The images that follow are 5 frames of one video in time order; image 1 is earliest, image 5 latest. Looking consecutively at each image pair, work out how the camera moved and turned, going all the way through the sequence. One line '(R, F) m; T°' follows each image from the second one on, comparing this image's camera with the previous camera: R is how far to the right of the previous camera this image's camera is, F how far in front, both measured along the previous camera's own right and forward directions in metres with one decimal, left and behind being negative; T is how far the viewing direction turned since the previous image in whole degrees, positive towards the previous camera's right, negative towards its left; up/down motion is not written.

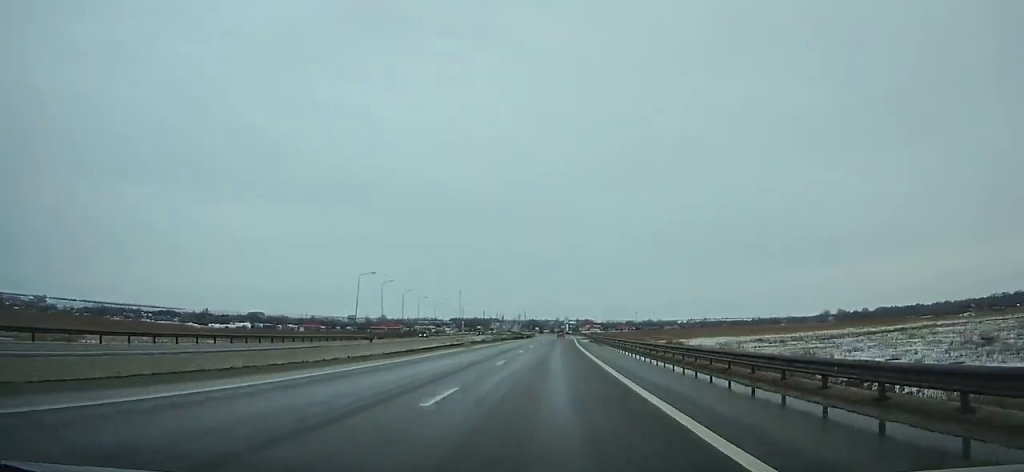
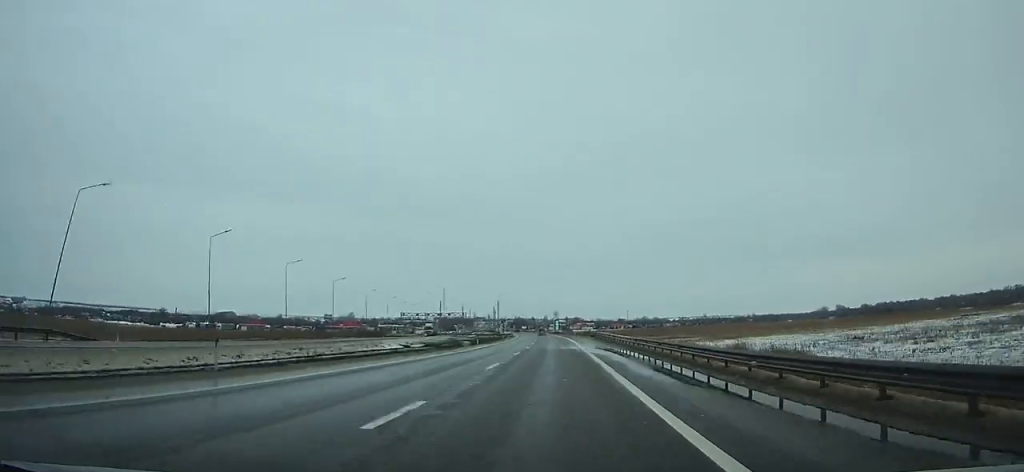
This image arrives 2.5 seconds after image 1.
(+0.7, +61.6) m; 0°
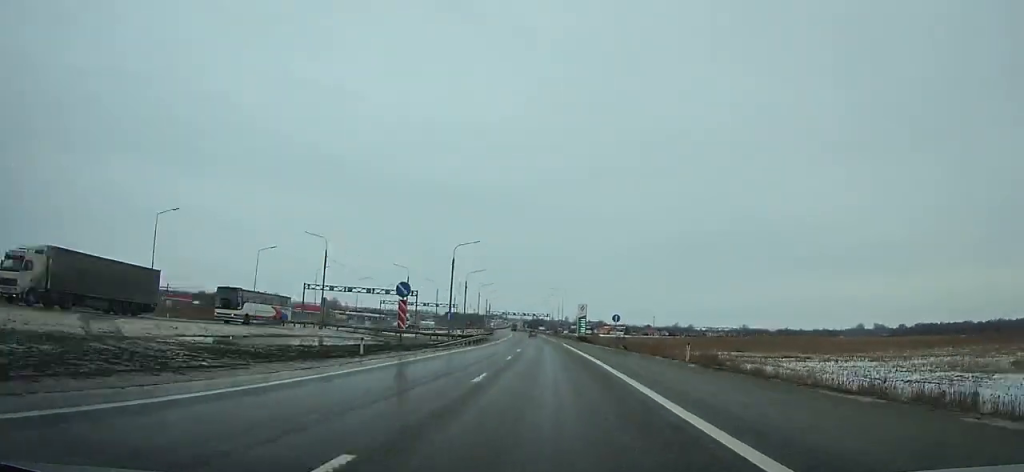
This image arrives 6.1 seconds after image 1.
(-0.7, +89.2) m; -2°
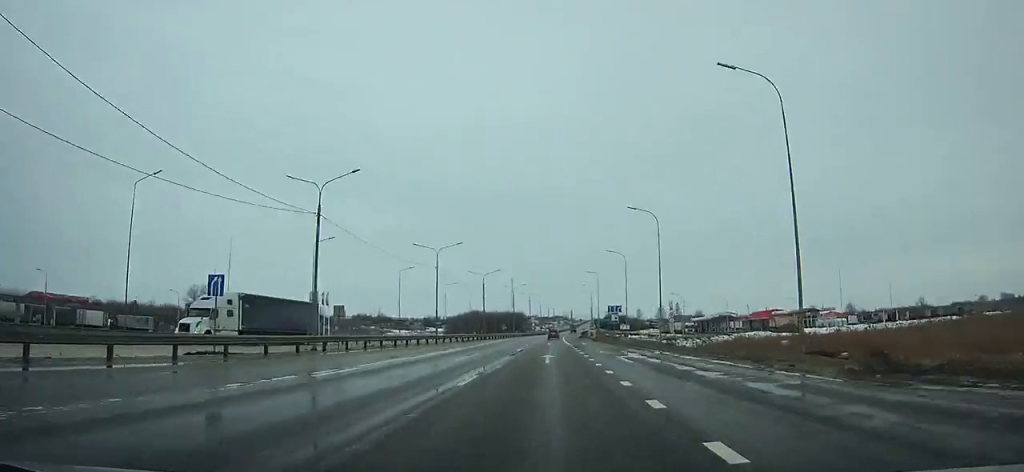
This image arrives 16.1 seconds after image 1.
(-13.8, +239.9) m; -6°
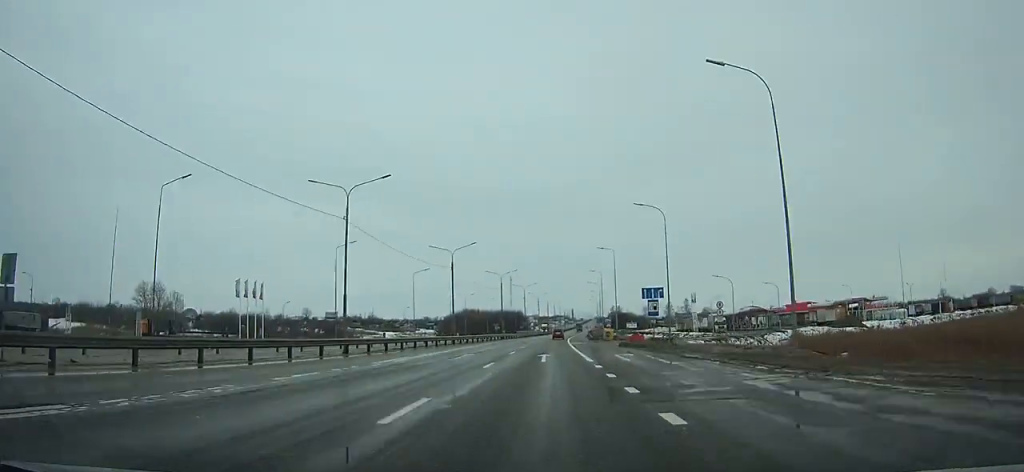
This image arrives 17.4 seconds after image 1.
(-0.1, +29.1) m; 0°
